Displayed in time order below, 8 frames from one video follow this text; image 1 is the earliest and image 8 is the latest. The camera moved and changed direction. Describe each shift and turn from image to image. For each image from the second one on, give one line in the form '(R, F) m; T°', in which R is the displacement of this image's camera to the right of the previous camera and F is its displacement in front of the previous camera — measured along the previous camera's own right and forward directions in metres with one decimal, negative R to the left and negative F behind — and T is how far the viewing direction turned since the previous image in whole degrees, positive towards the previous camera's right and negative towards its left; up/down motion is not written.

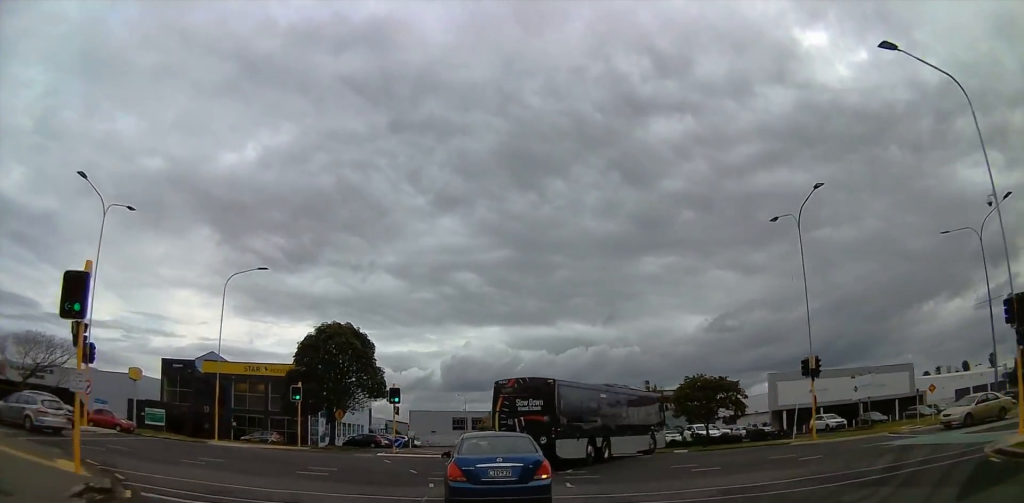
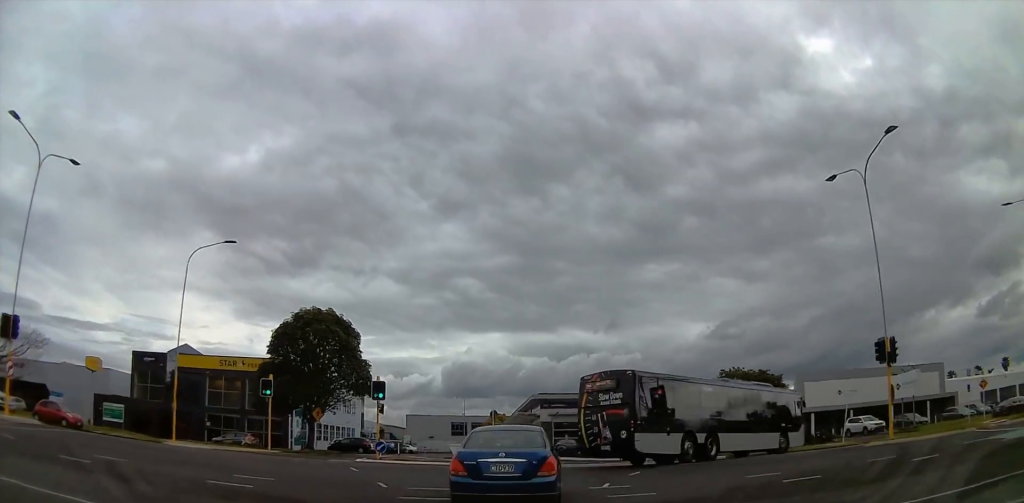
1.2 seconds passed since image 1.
(+0.1, +6.4) m; +2°
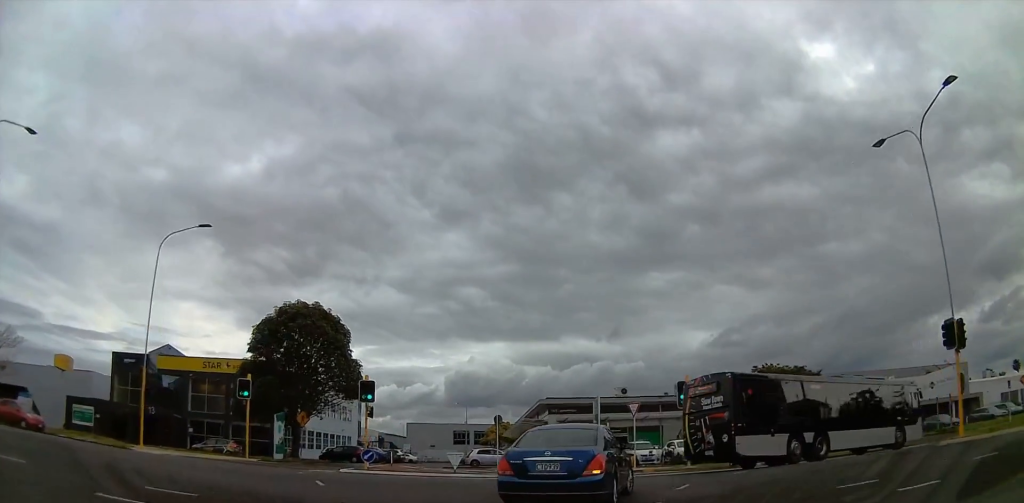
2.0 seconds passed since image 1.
(0.0, +4.6) m; 0°
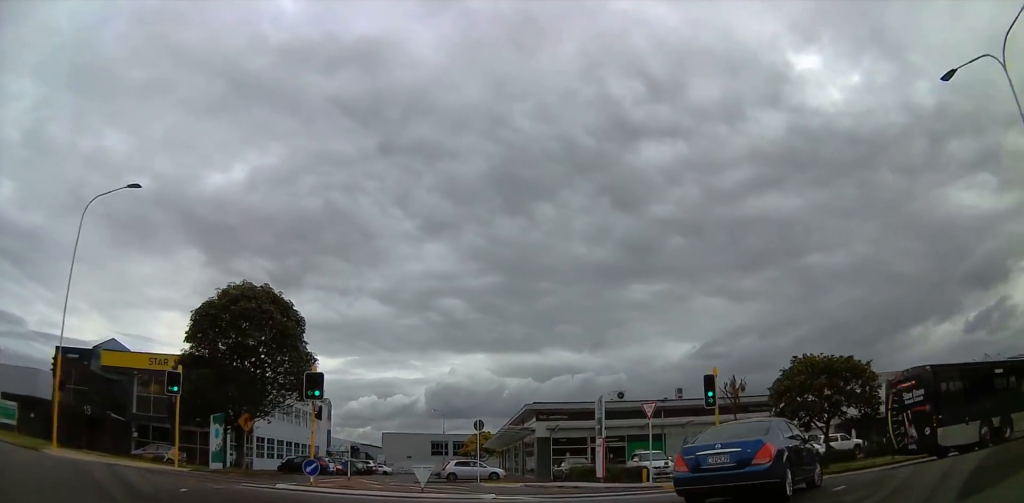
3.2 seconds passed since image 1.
(0.0, +7.2) m; +3°
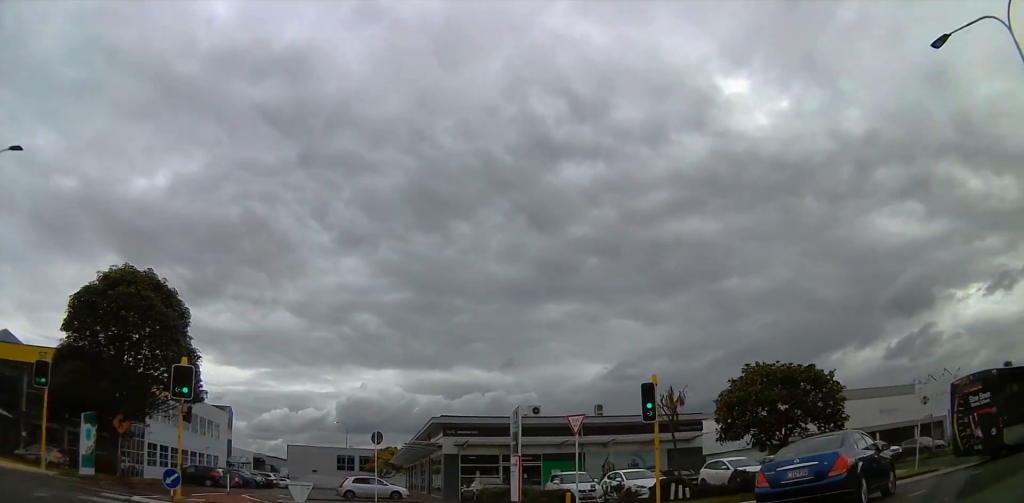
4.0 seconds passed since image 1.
(0.0, +4.5) m; +9°
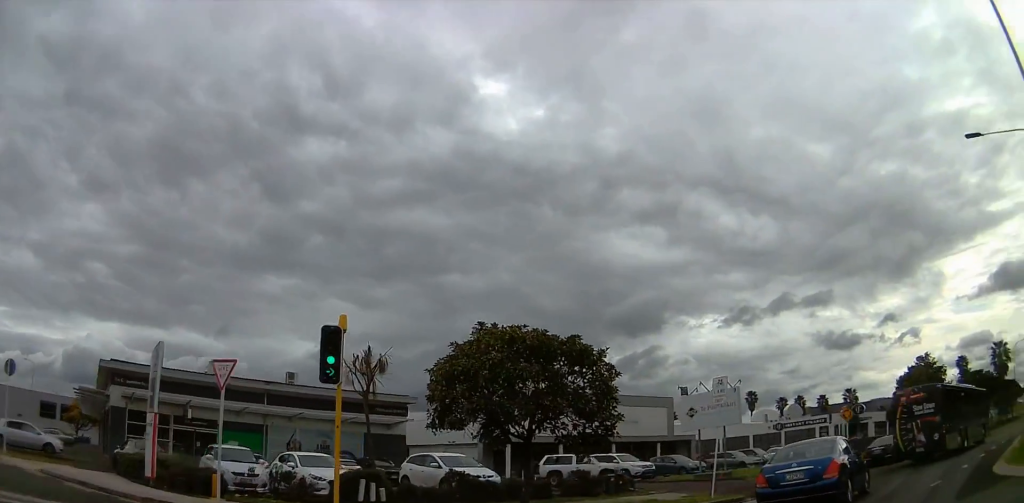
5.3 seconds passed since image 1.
(+1.4, +7.2) m; +21°
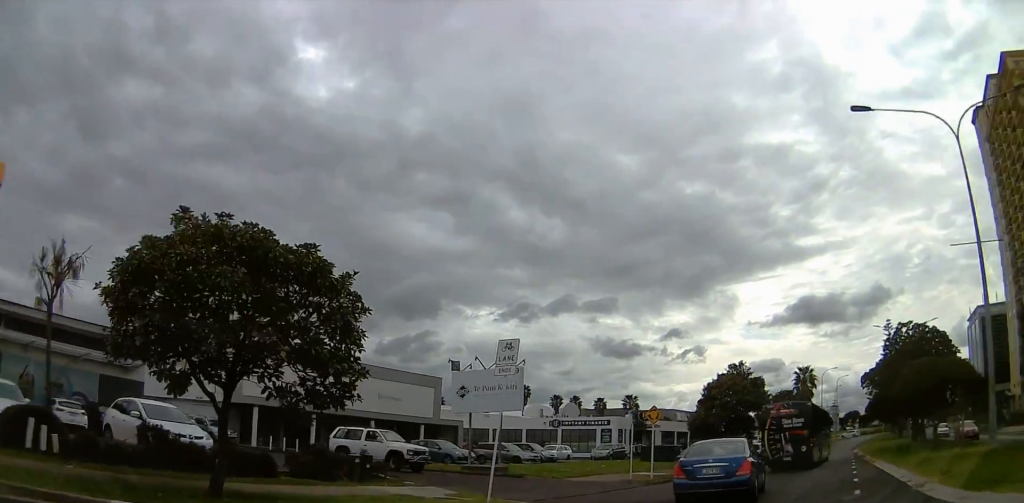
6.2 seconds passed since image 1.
(+0.5, +4.9) m; +20°
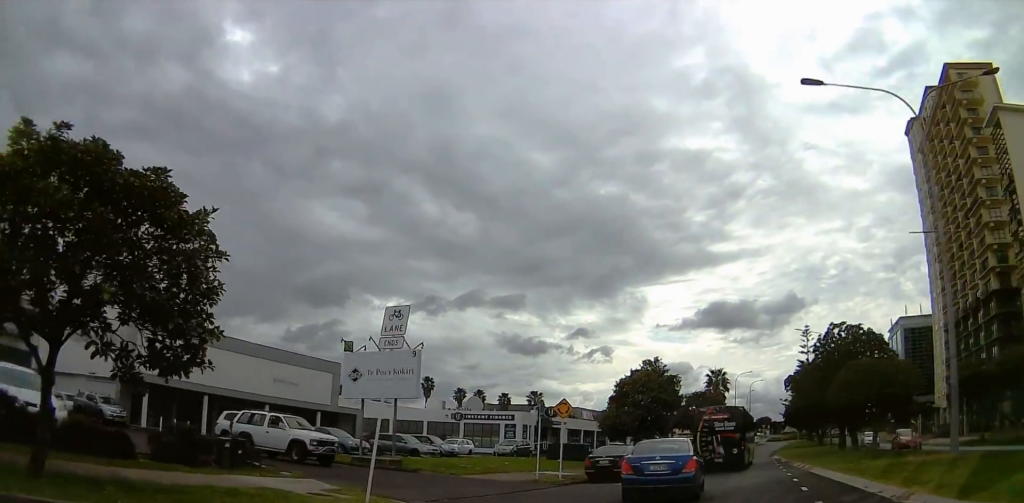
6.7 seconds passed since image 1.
(+0.5, +2.6) m; +10°
